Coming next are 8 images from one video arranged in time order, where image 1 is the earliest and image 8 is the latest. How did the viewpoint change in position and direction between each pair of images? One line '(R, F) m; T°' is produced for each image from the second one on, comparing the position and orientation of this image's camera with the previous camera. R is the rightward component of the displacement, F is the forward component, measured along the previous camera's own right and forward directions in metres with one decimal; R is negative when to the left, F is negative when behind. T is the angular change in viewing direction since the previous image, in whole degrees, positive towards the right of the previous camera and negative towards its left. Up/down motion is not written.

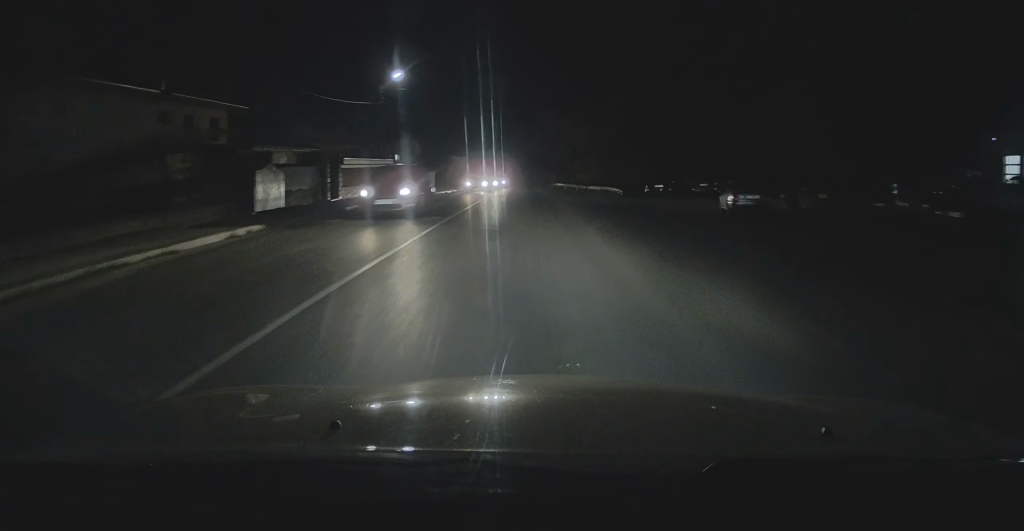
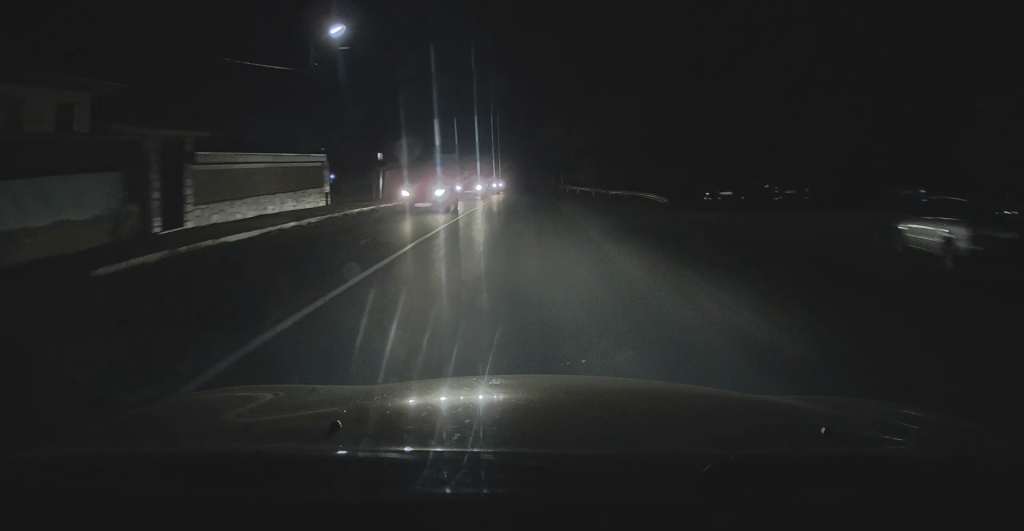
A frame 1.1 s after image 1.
(-0.1, +13.5) m; 0°
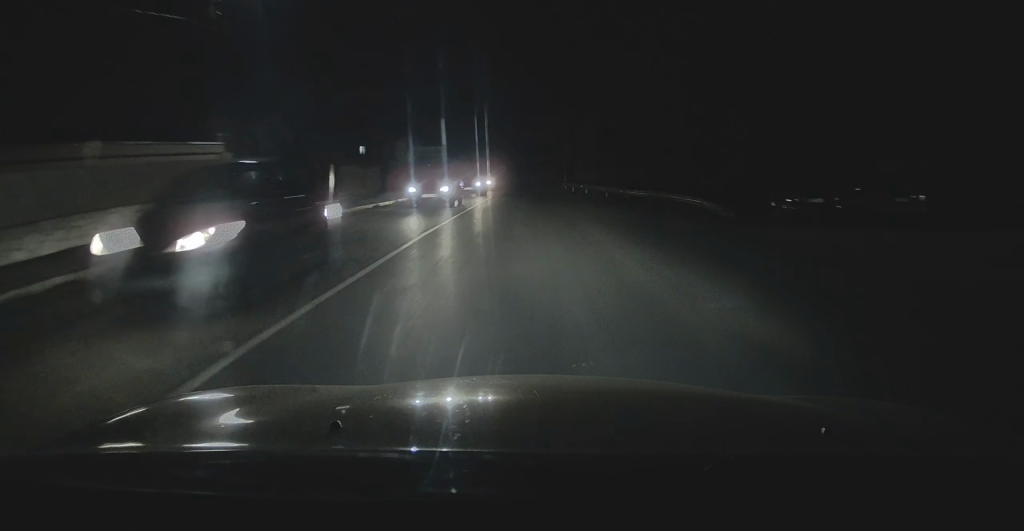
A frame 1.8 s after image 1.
(+0.1, +9.8) m; 0°
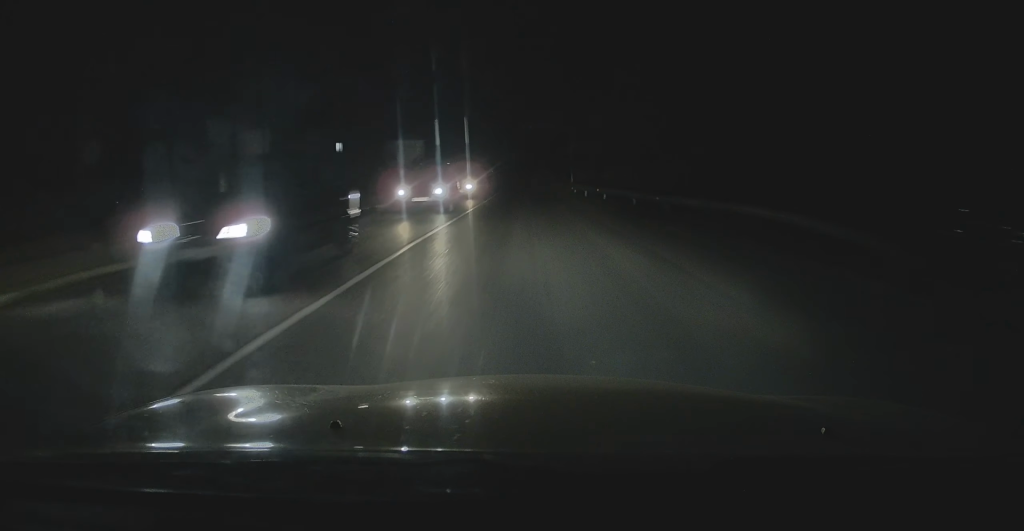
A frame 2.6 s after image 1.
(-0.1, +10.3) m; +1°
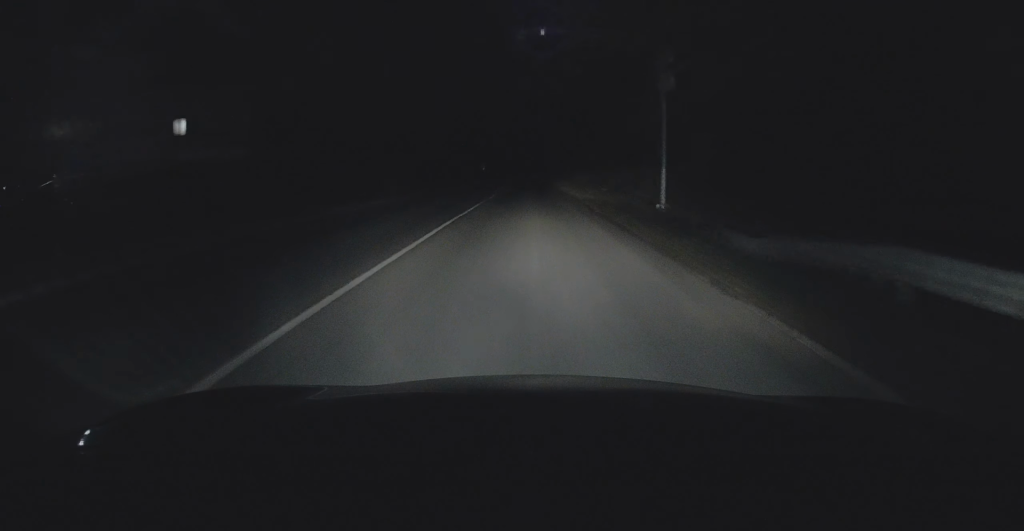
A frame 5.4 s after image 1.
(+0.3, +36.7) m; -1°
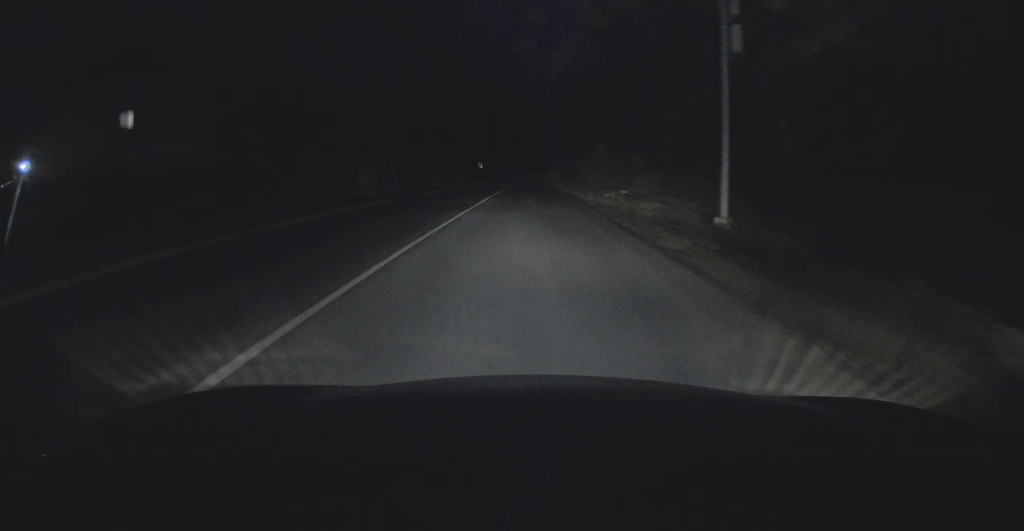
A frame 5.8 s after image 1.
(0.0, +6.5) m; 0°
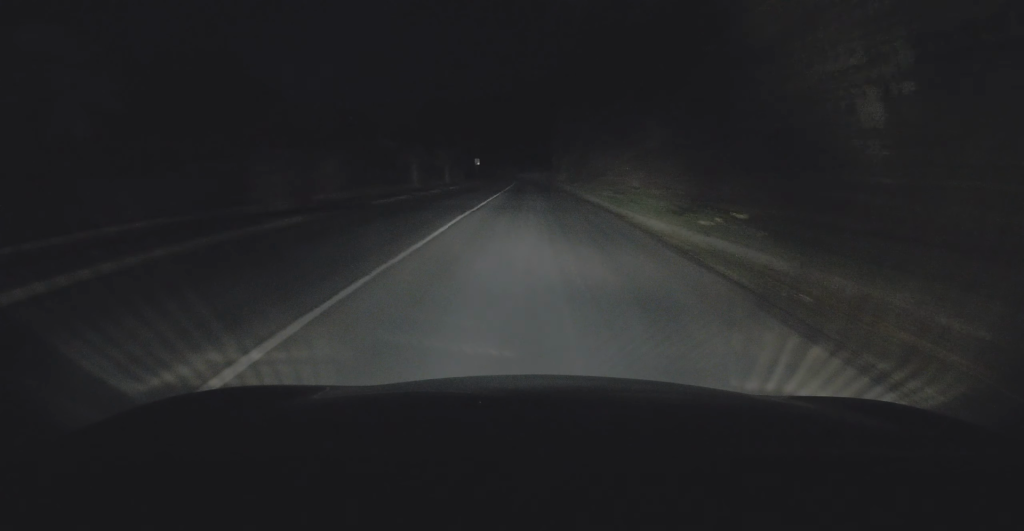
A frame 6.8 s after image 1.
(-0.2, +13.4) m; 0°
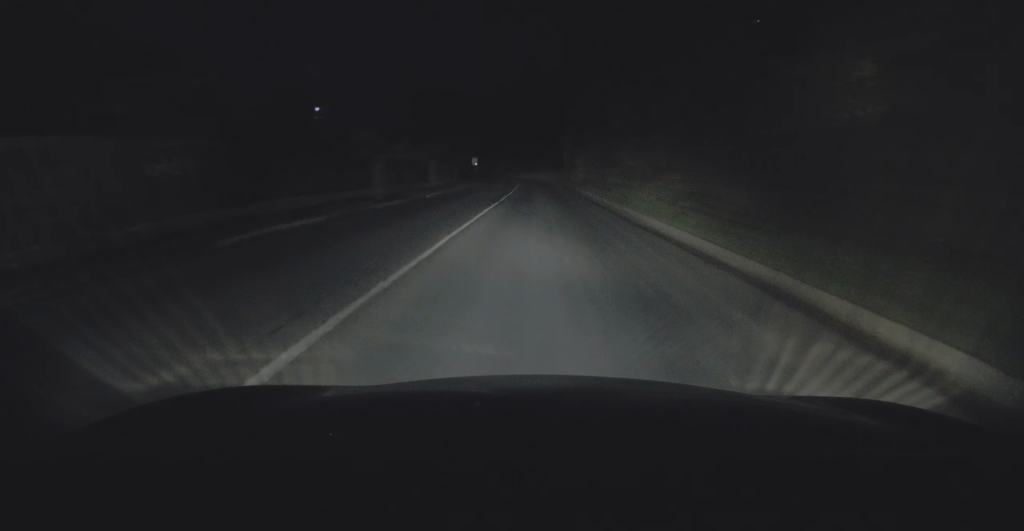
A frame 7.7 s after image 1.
(+0.1, +13.6) m; 0°
